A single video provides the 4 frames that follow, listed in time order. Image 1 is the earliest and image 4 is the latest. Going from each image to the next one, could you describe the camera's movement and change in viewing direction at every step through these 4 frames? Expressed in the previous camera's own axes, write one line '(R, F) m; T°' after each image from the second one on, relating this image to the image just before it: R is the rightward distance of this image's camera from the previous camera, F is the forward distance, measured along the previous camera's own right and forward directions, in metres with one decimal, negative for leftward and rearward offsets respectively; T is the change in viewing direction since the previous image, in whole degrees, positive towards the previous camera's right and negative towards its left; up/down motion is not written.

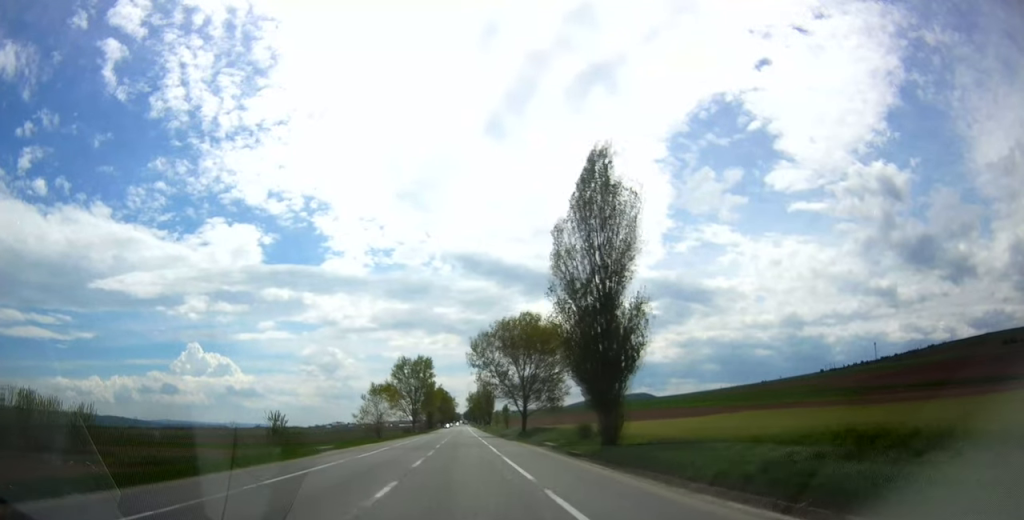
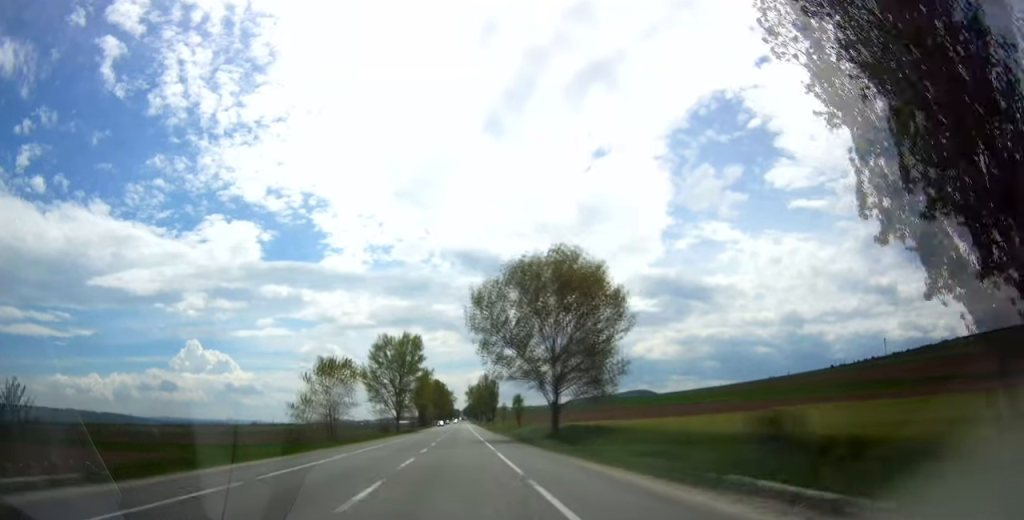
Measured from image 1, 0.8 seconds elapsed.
(0.0, +28.8) m; 0°
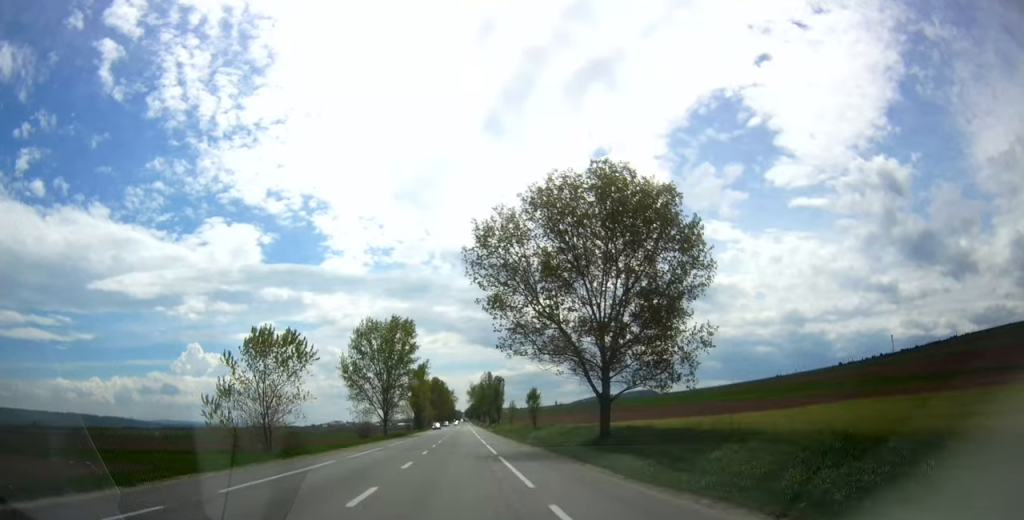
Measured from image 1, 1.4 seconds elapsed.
(-0.1, +17.9) m; 0°
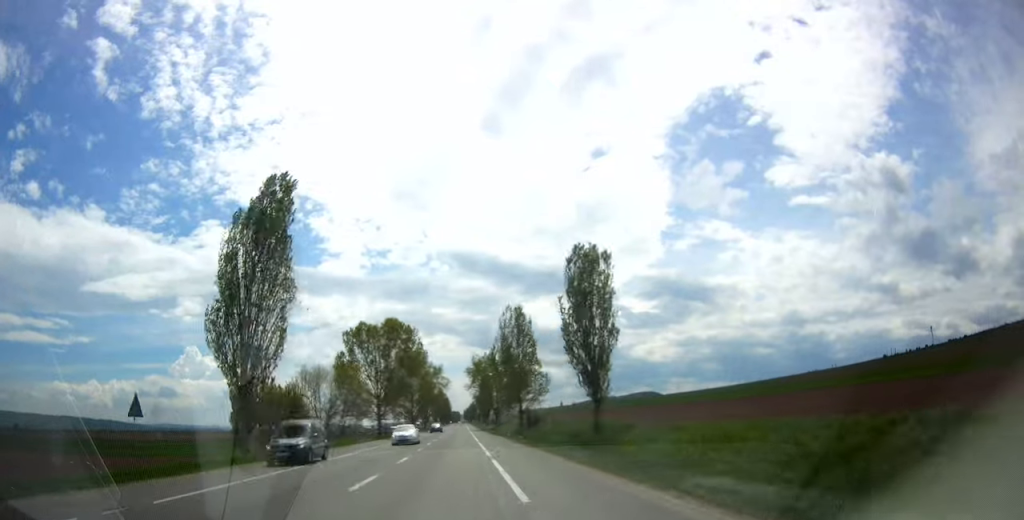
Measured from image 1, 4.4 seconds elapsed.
(+0.7, +106.0) m; 0°
